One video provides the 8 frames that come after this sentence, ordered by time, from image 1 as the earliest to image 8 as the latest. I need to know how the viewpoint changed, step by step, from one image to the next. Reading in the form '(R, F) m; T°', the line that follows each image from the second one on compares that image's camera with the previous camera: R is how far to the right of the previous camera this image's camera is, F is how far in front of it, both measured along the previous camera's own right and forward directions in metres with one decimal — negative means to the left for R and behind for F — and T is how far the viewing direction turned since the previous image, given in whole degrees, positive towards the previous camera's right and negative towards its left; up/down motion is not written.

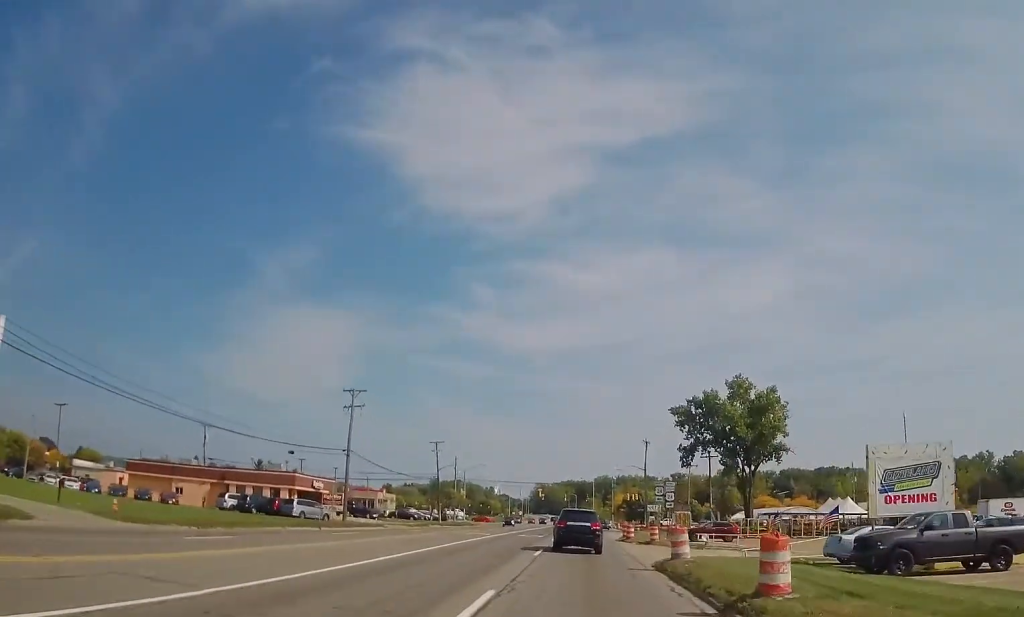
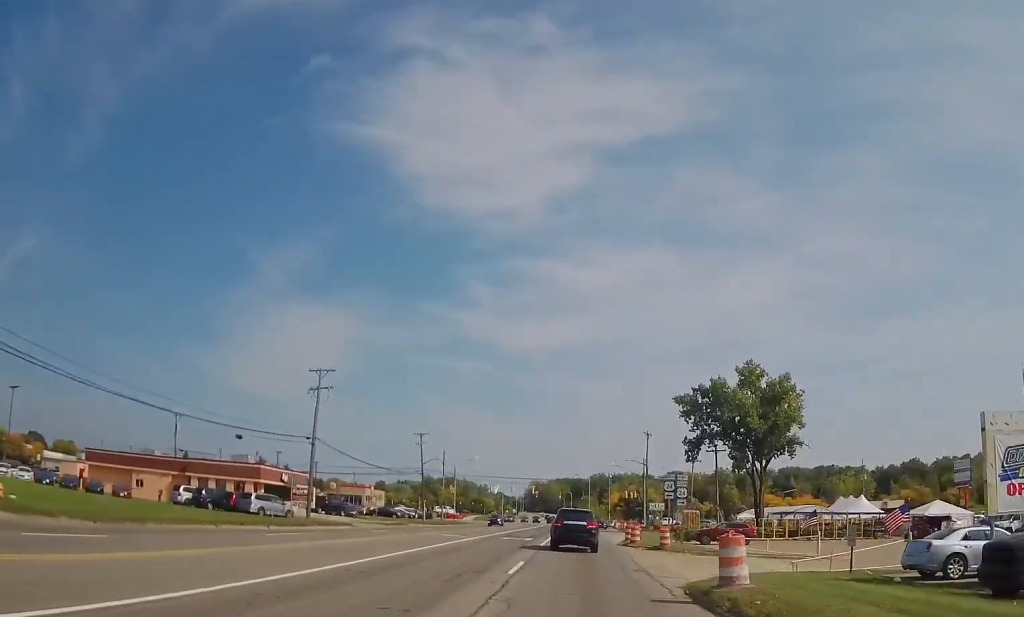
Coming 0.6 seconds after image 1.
(+0.1, +7.5) m; -1°
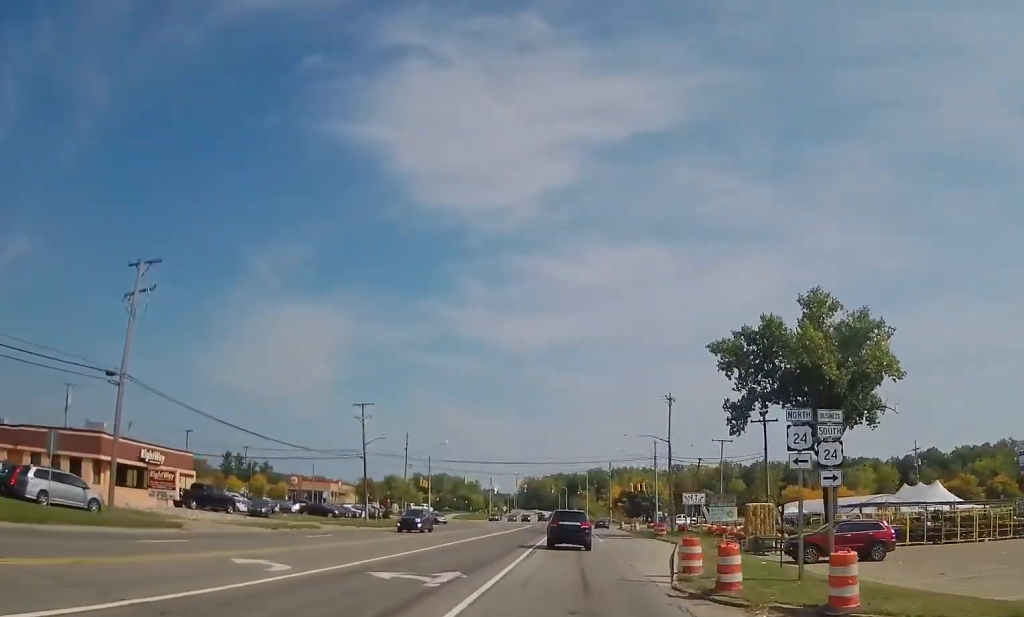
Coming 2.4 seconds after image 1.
(-0.1, +25.0) m; +1°
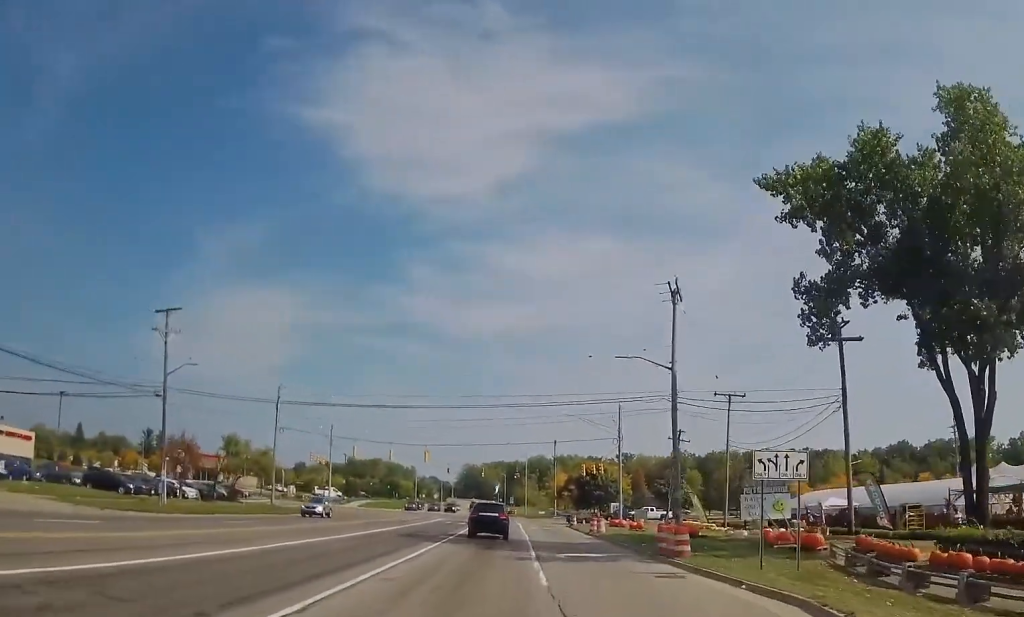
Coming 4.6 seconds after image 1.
(+0.2, +29.7) m; +2°
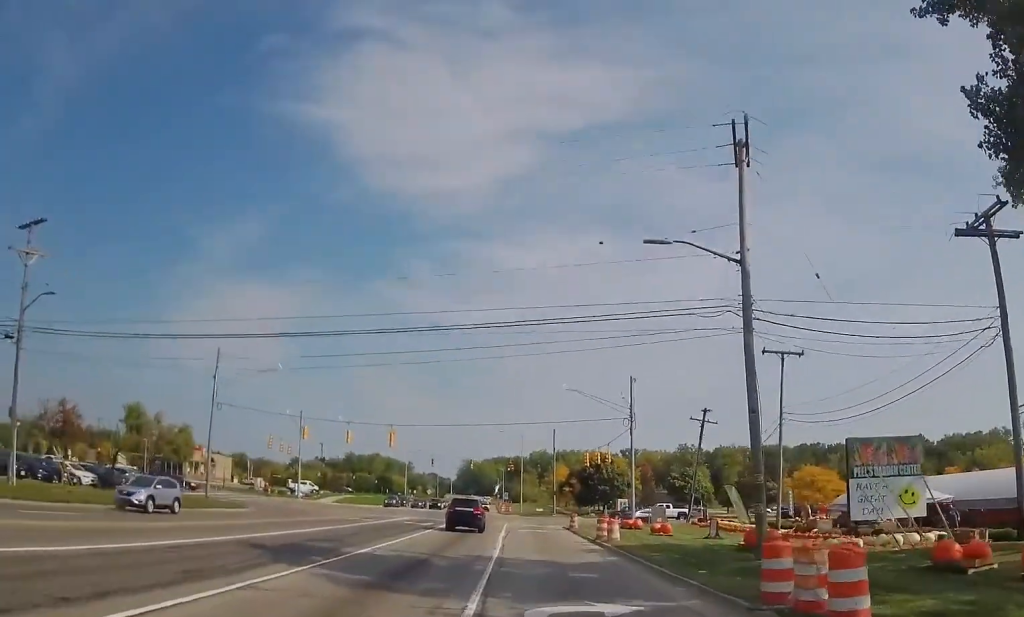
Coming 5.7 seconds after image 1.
(+0.4, +14.4) m; +1°
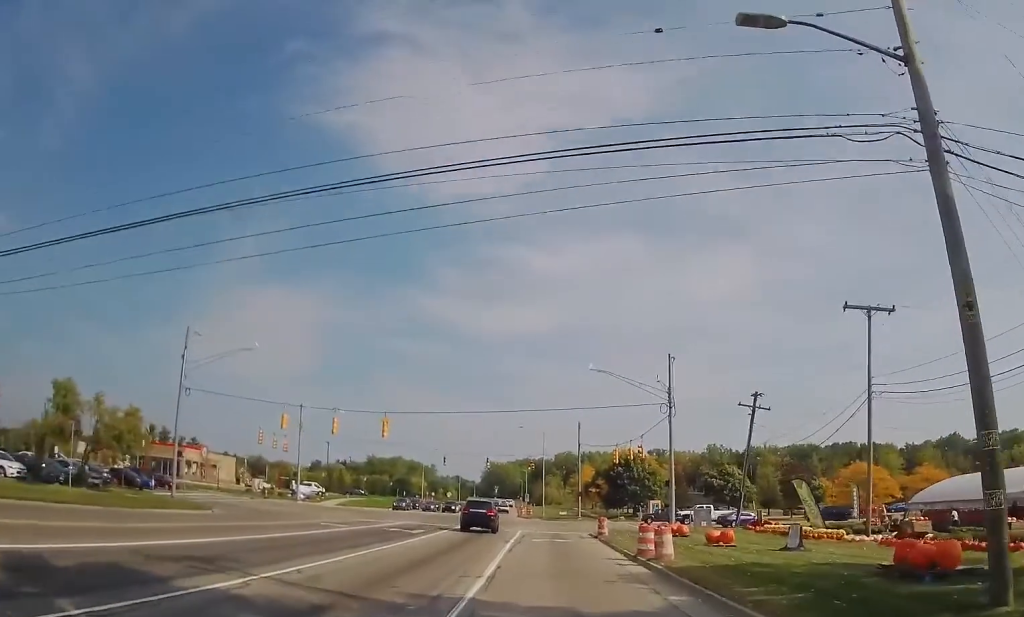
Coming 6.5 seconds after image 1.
(0.0, +9.6) m; -1°
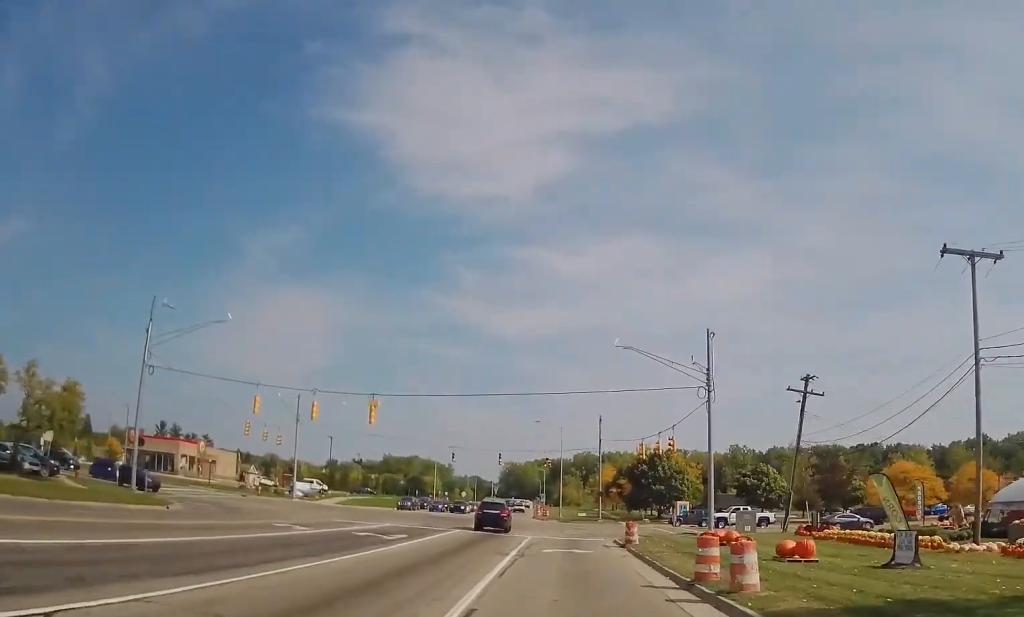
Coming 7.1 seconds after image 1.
(-0.2, +7.4) m; 0°
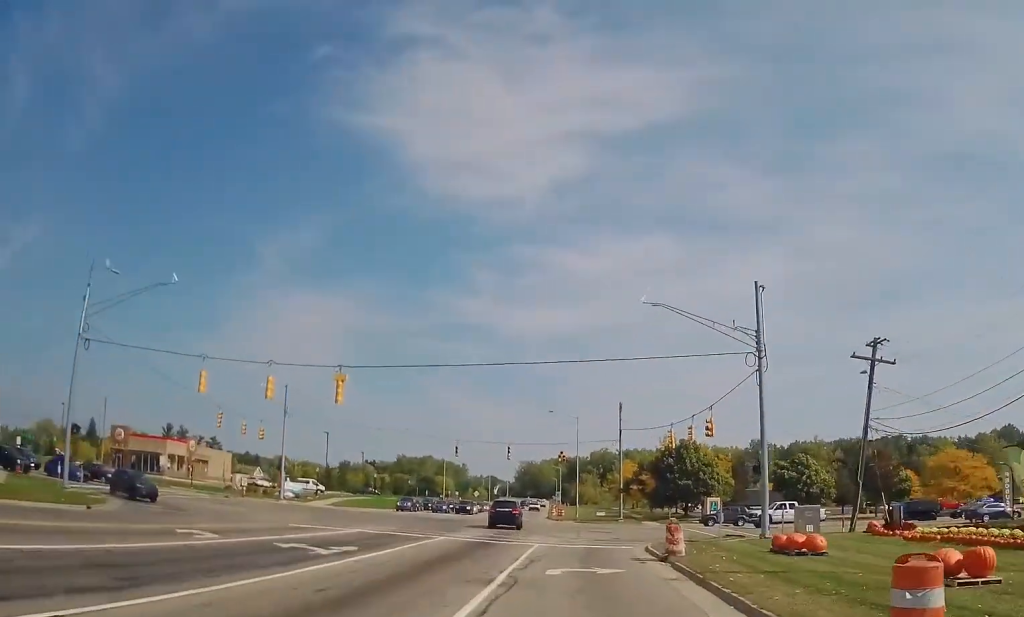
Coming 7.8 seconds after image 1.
(-0.1, +8.5) m; -1°
